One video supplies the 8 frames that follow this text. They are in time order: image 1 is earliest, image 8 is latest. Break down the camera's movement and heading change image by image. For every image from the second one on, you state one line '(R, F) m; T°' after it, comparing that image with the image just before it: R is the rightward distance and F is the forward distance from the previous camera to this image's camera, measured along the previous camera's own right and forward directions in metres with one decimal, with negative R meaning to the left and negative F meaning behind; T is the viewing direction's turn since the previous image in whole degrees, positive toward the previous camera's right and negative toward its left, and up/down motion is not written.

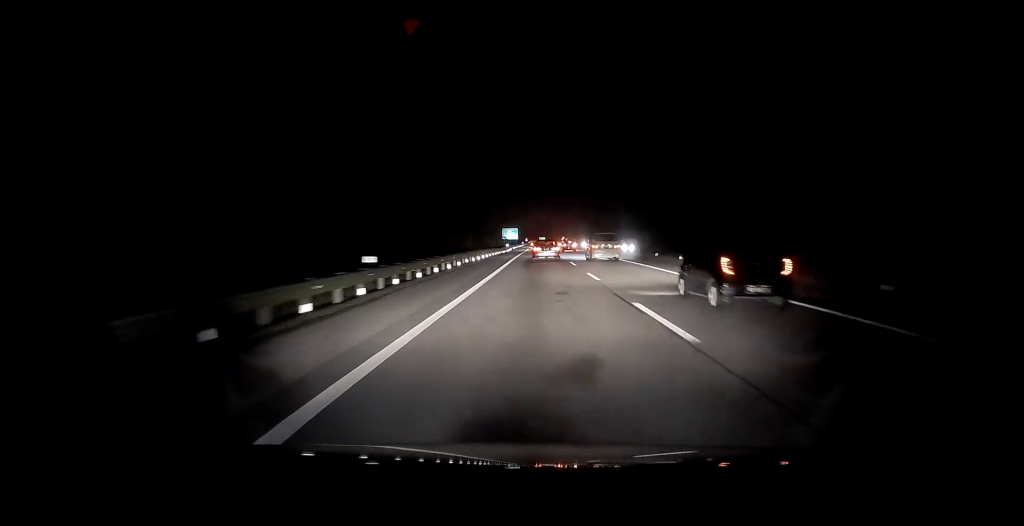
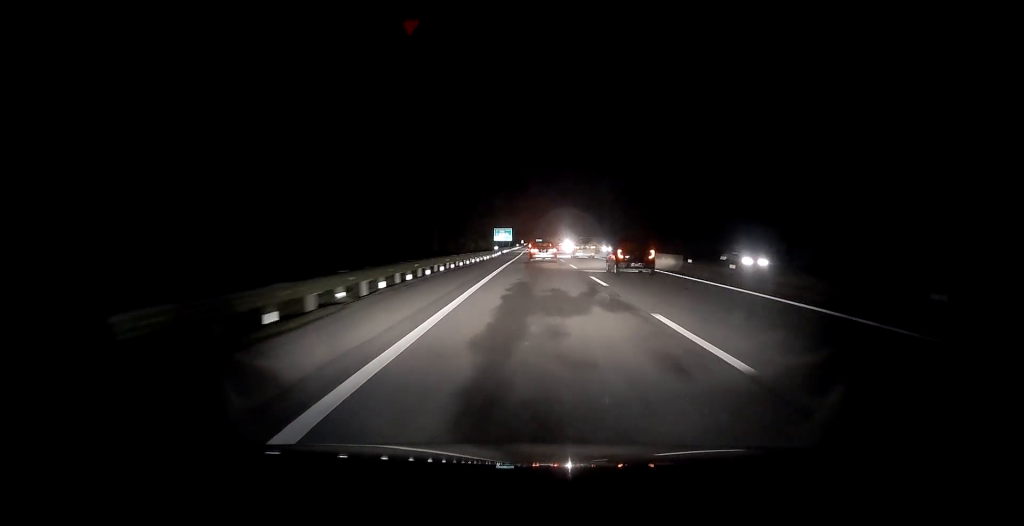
(+0.2, +25.4) m; +1°
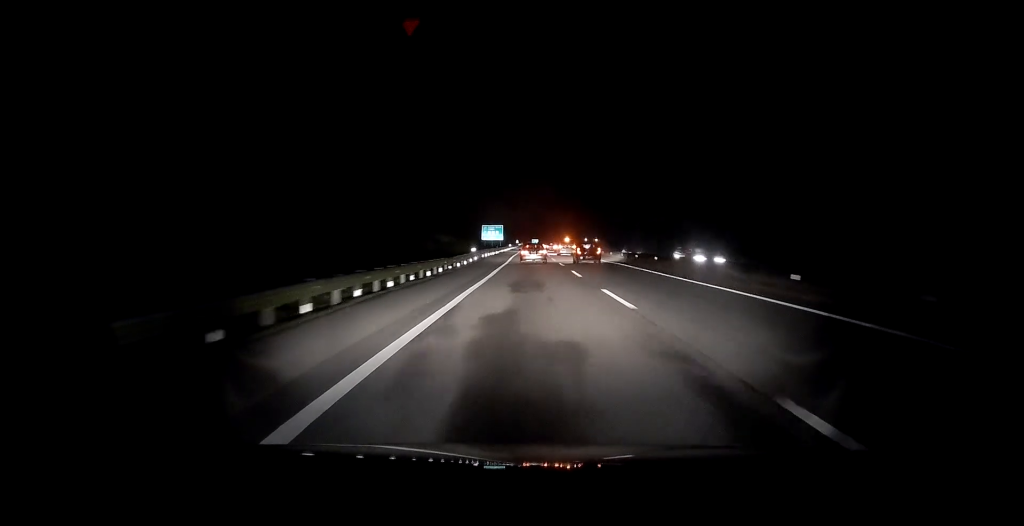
(0.0, +29.7) m; +1°
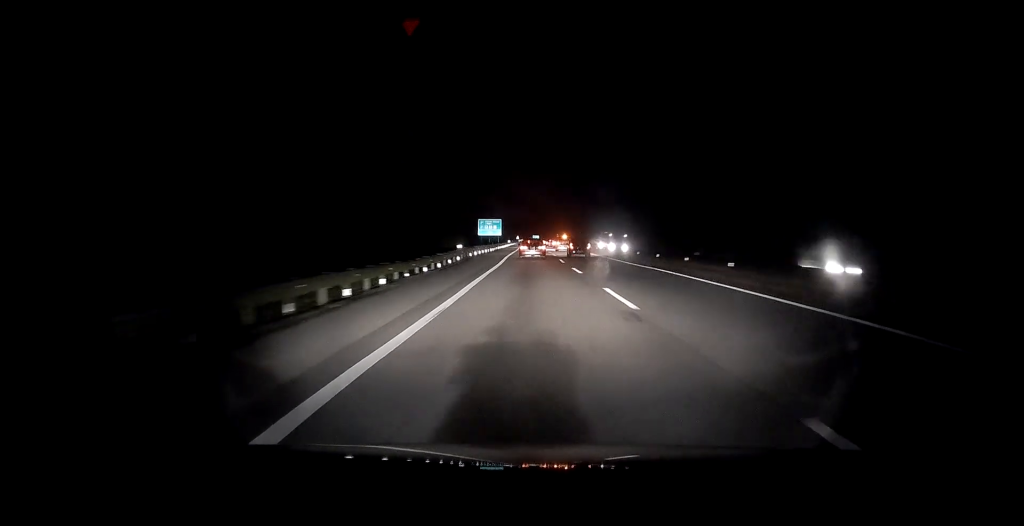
(+0.2, +12.7) m; 0°
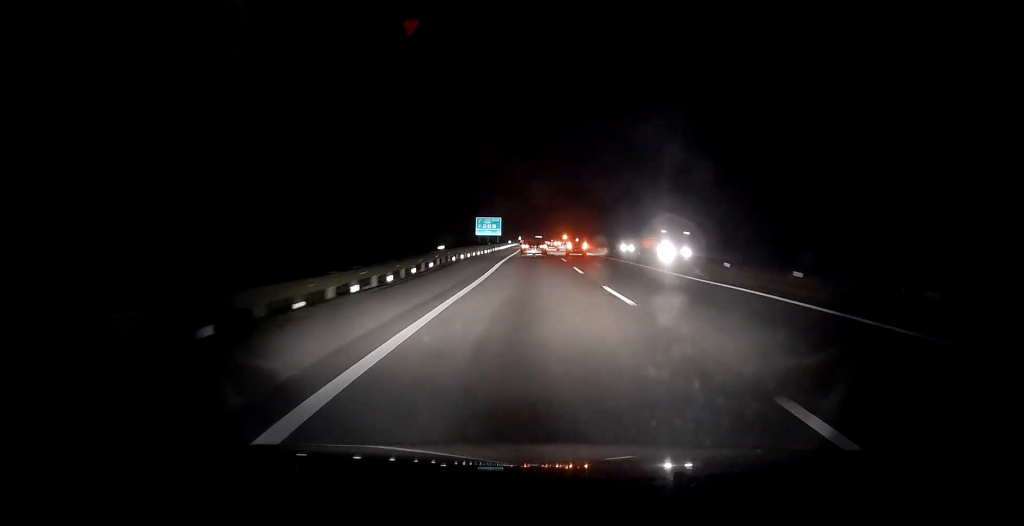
(+0.1, +11.4) m; 0°
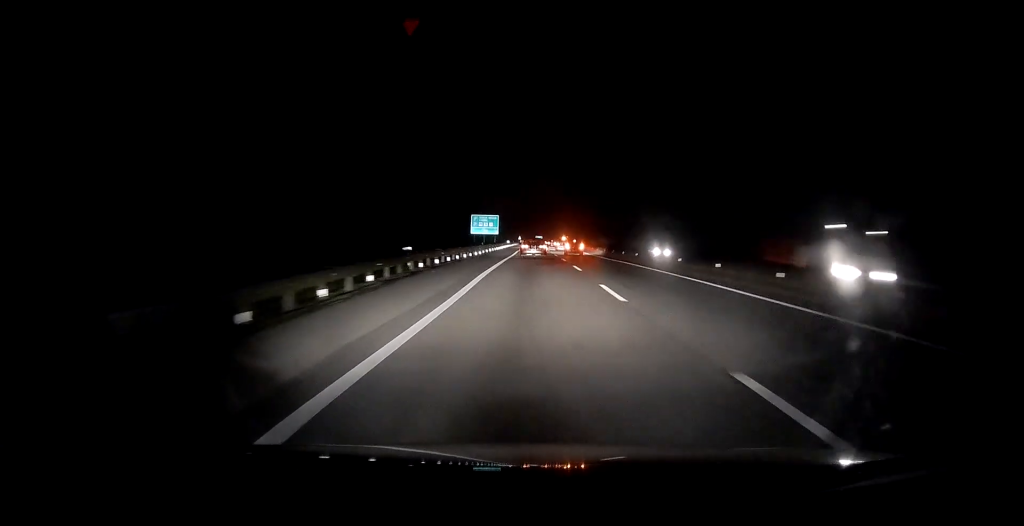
(-0.2, +10.7) m; 0°
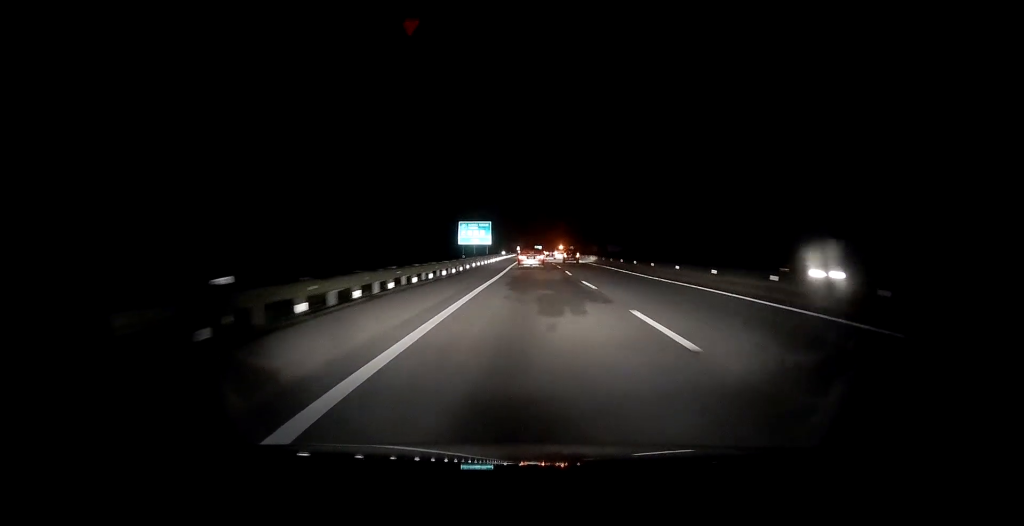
(+0.1, +17.5) m; 0°
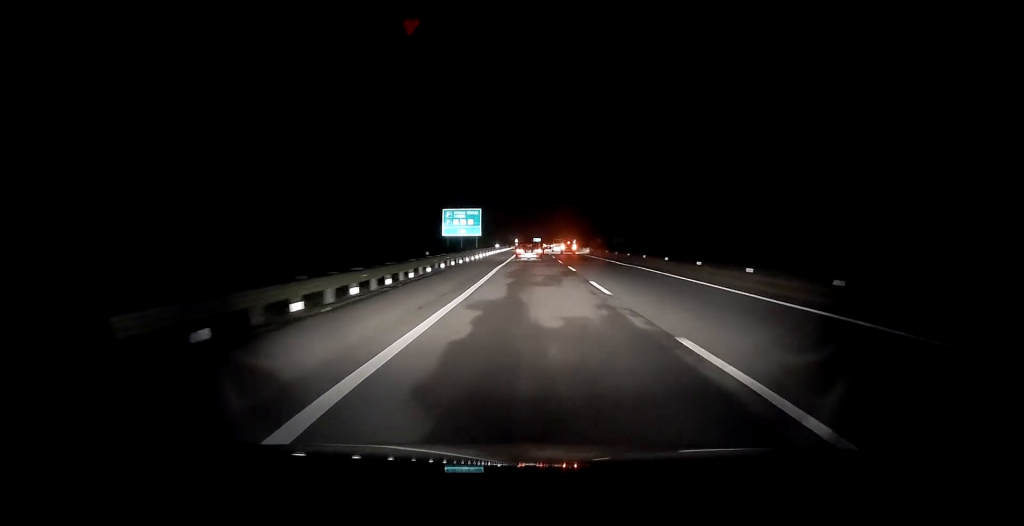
(0.0, +16.1) m; 0°
